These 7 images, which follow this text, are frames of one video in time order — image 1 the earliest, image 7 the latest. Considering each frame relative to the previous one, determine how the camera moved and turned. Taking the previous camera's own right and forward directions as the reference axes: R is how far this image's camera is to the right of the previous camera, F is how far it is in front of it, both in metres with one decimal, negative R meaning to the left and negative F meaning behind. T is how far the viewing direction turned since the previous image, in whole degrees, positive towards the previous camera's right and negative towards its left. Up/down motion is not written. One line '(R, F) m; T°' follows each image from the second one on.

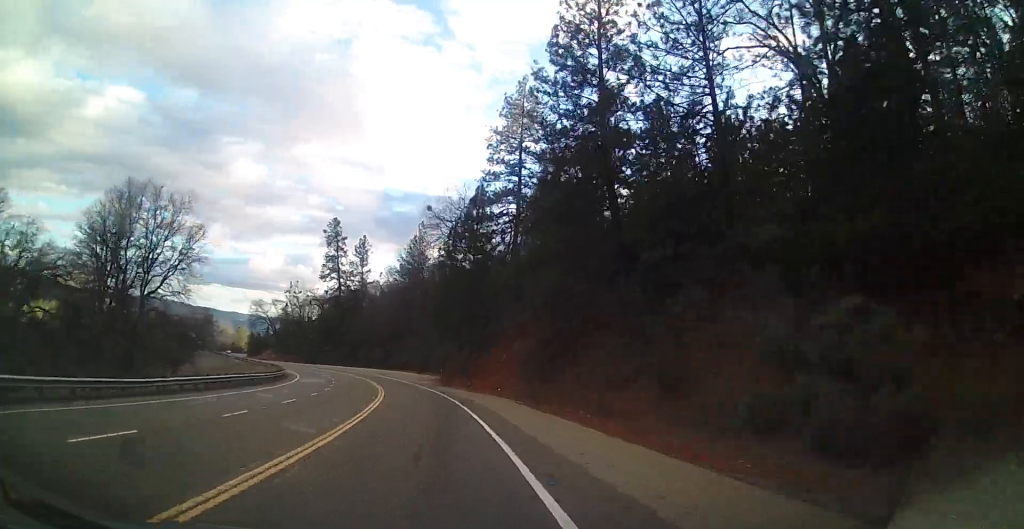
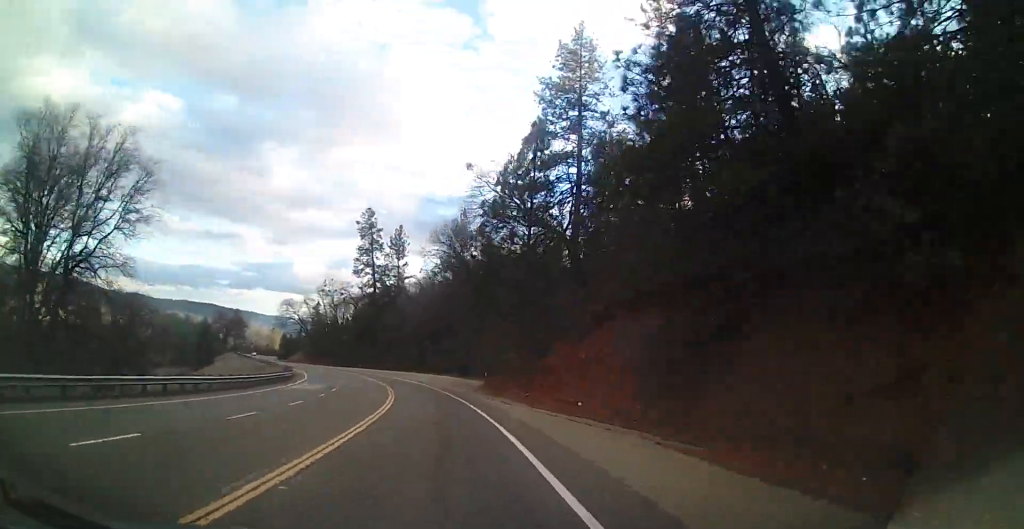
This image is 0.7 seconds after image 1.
(0.0, +15.7) m; -2°
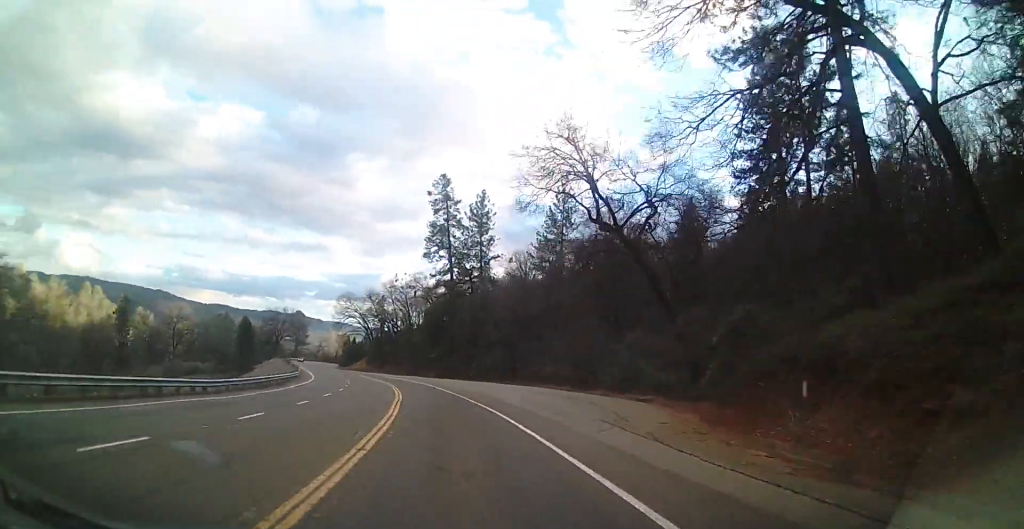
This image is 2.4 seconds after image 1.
(-3.6, +39.3) m; -11°
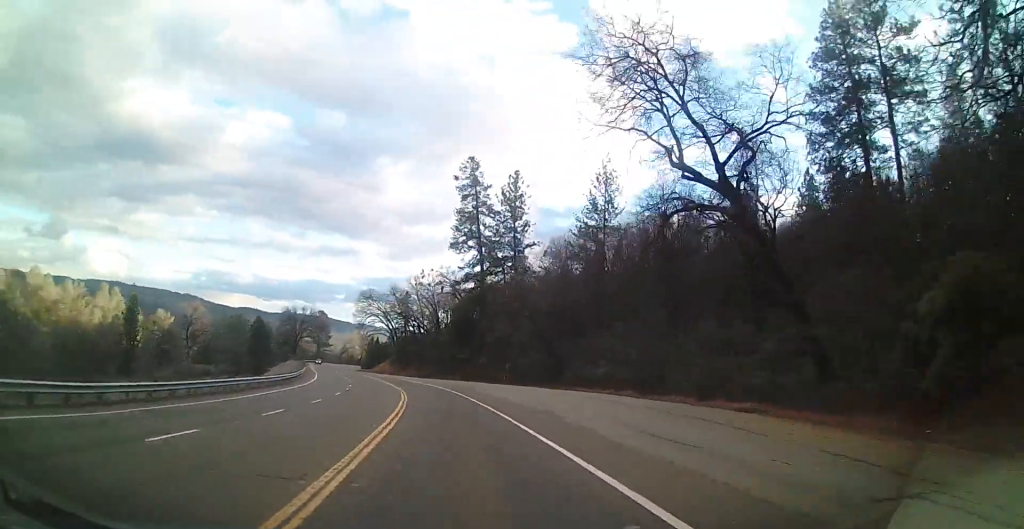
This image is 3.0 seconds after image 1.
(-0.6, +13.6) m; -3°
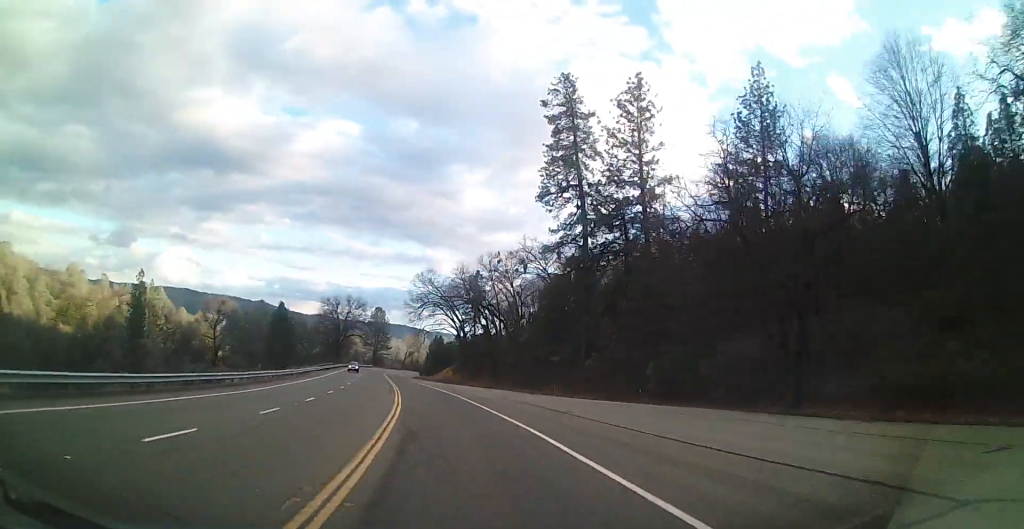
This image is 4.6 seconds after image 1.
(-2.7, +39.6) m; -8°
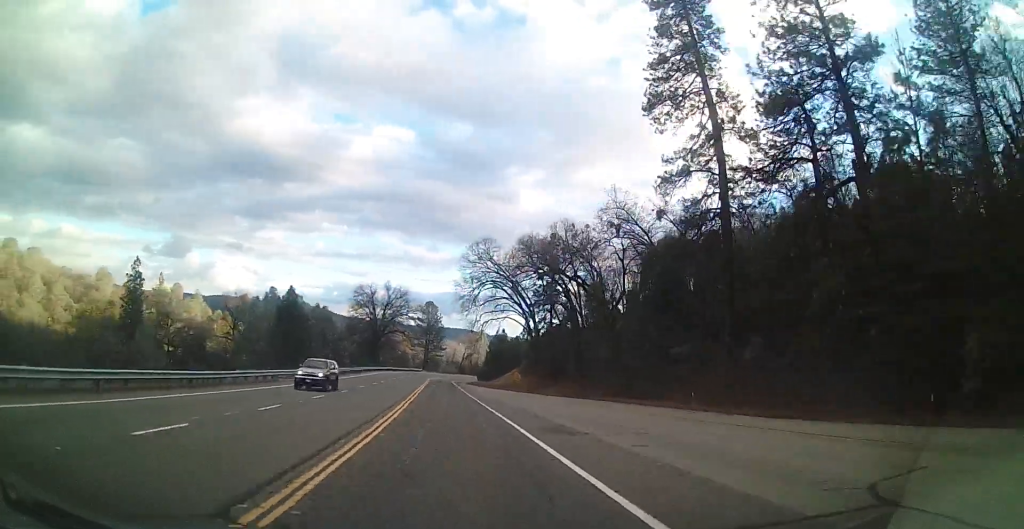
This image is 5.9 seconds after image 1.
(-2.2, +30.4) m; -9°
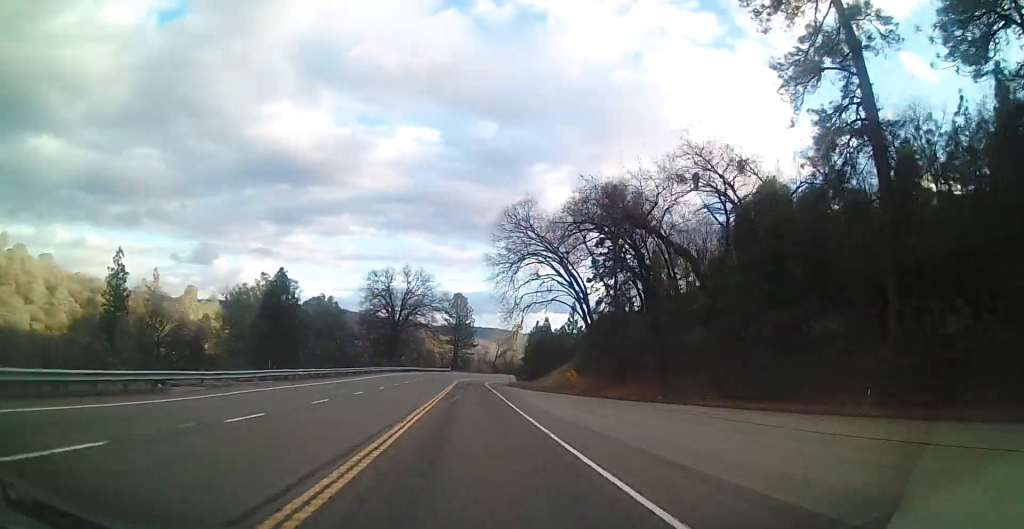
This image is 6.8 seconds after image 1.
(-1.2, +19.1) m; -4°
